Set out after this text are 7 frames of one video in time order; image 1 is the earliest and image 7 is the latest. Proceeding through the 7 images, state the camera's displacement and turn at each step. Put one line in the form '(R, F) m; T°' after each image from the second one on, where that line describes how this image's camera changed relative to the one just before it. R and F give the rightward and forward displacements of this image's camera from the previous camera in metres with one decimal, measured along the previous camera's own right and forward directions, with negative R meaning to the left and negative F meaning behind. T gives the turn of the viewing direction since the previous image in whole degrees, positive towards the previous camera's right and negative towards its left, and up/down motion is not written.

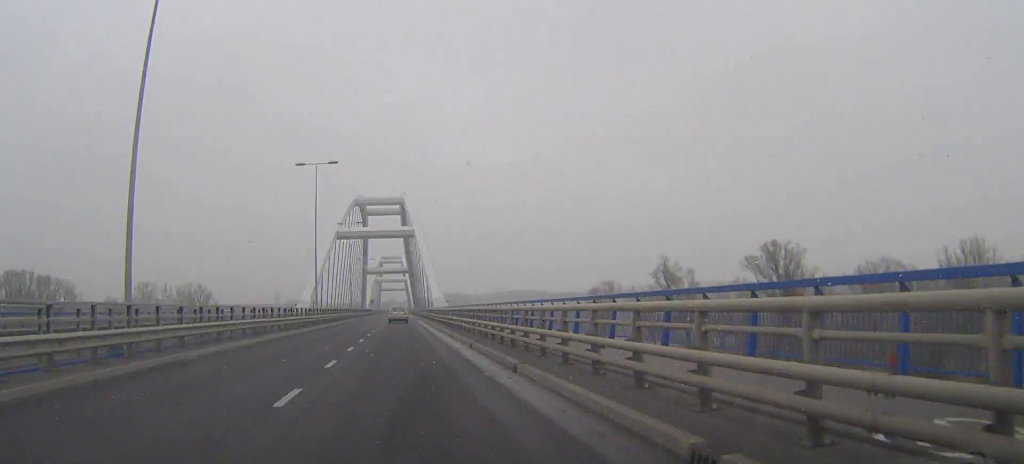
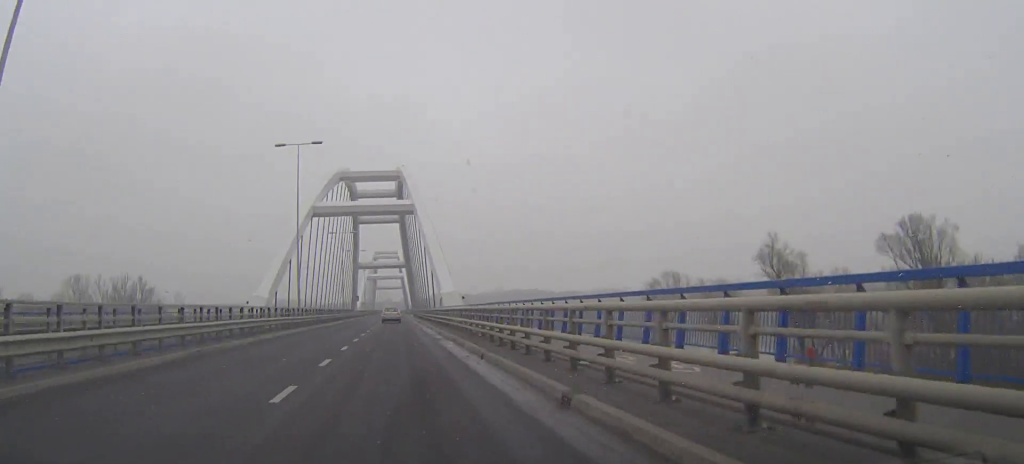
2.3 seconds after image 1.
(+0.1, +47.3) m; 0°
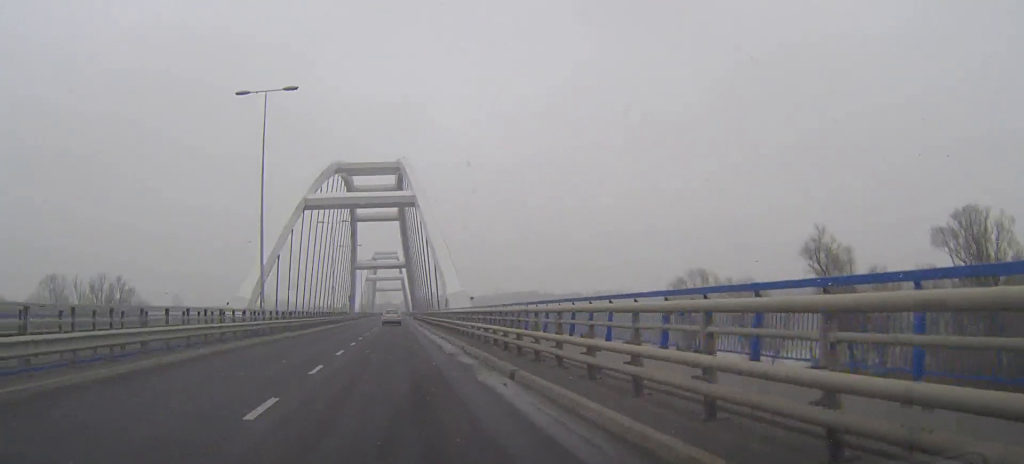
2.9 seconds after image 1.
(0.0, +13.4) m; 0°
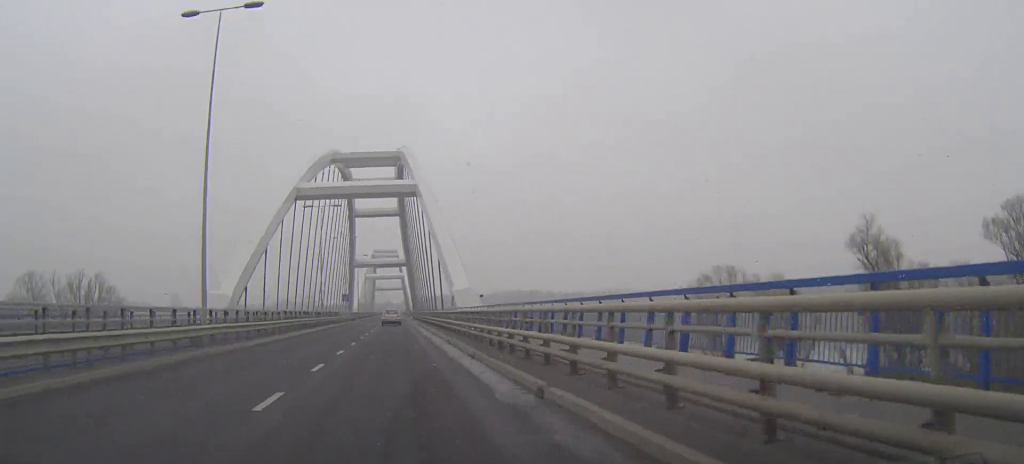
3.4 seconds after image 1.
(0.0, +10.9) m; 0°
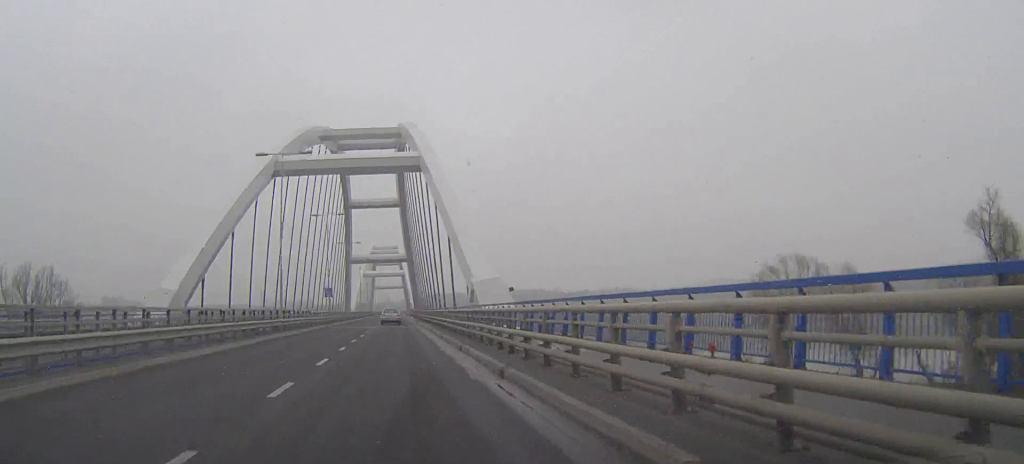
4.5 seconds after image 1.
(0.0, +22.6) m; 0°
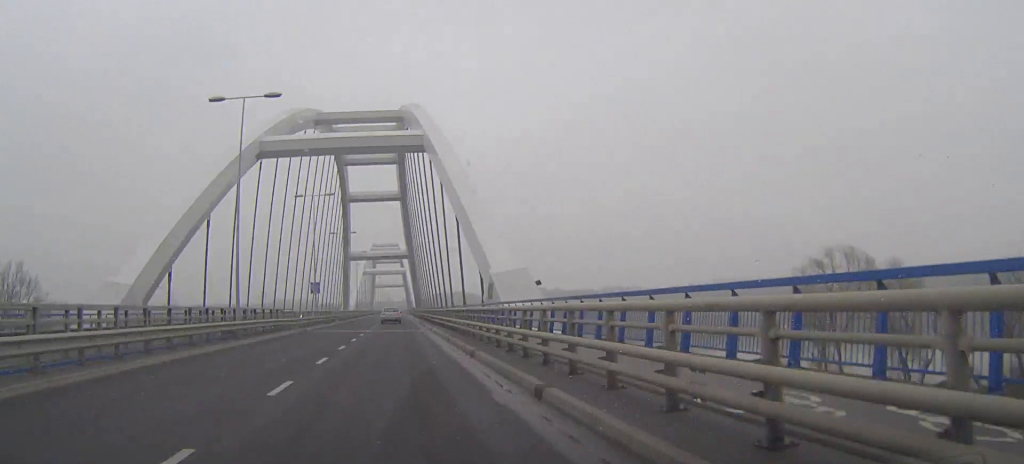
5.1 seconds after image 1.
(0.0, +11.7) m; 0°
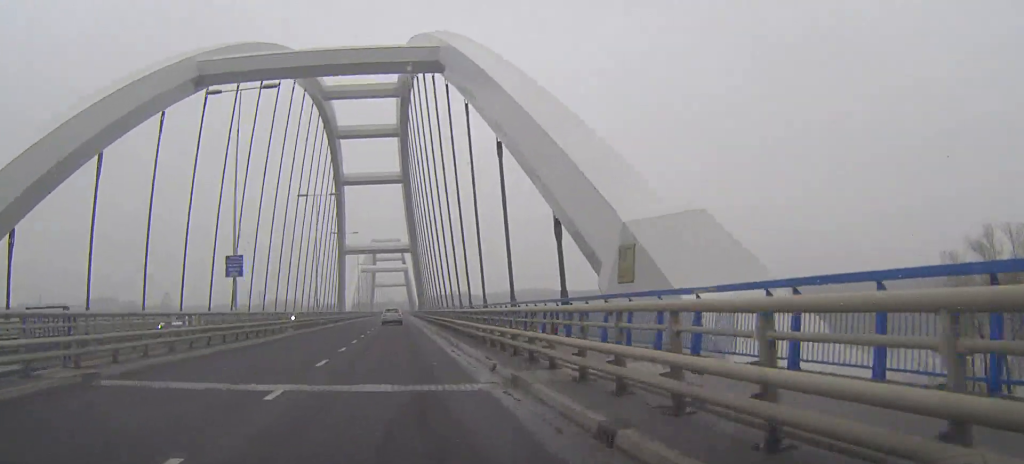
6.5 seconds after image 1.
(-0.1, +30.1) m; 0°
